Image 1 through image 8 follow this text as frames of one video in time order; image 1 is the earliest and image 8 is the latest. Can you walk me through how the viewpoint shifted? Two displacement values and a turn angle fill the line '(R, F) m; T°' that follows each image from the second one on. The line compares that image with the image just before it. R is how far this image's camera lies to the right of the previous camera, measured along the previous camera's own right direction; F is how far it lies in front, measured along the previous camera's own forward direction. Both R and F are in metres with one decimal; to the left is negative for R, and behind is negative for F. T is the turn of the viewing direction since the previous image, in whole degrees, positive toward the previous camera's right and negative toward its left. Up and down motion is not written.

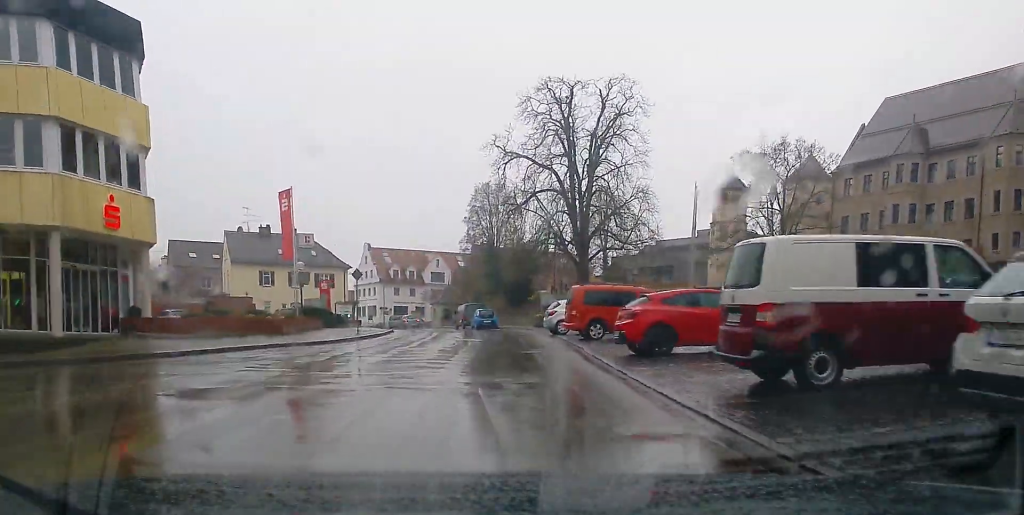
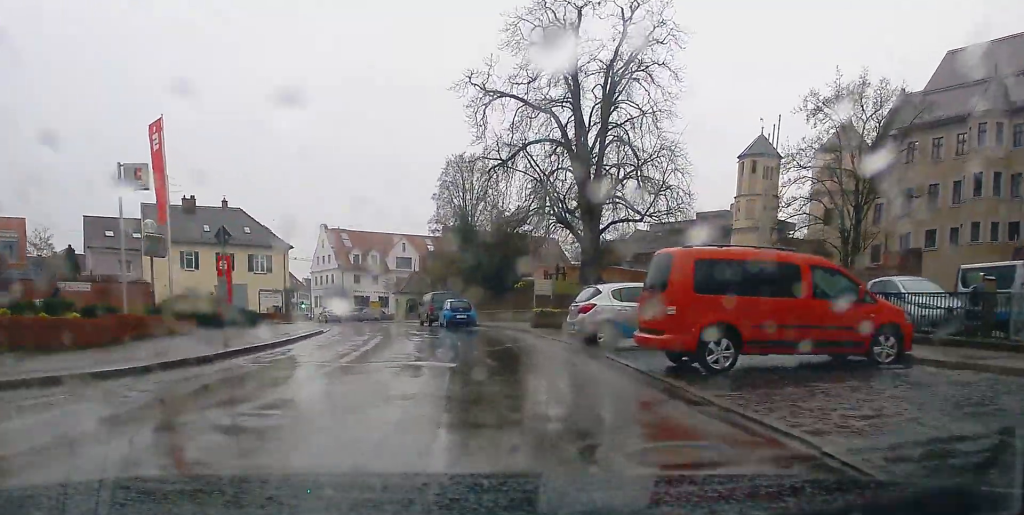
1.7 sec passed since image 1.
(+0.3, +14.3) m; +1°
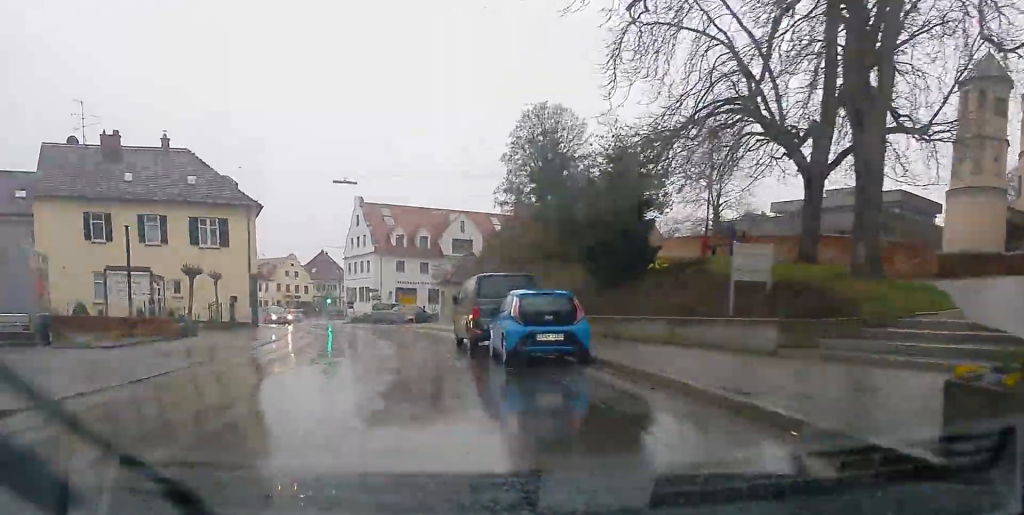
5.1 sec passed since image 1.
(-0.3, +26.3) m; -4°
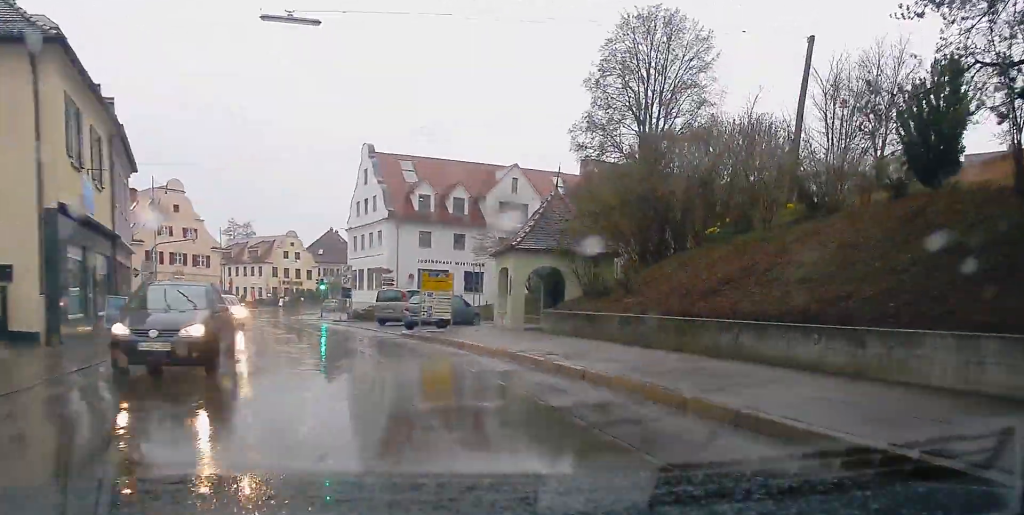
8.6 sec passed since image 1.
(-1.0, +25.1) m; -7°
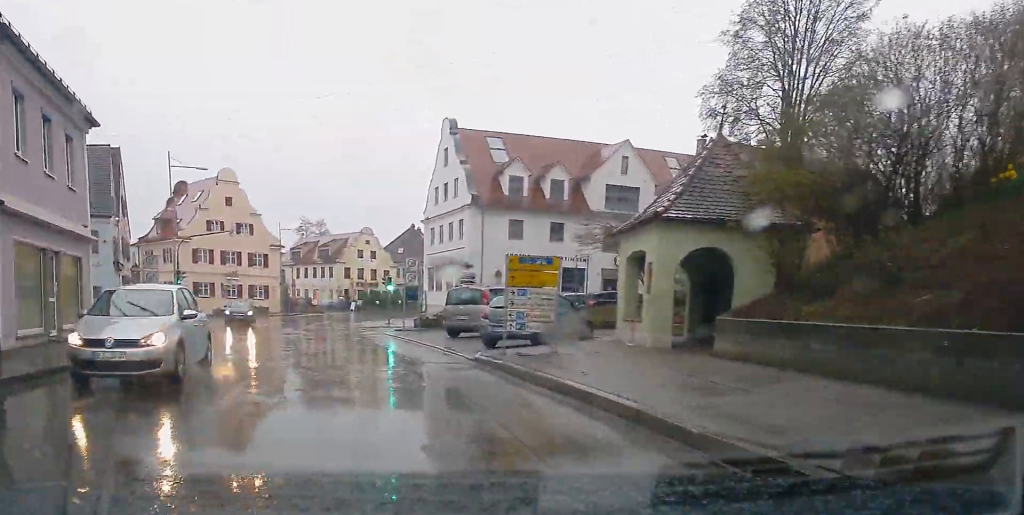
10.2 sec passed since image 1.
(-0.3, +11.6) m; -6°
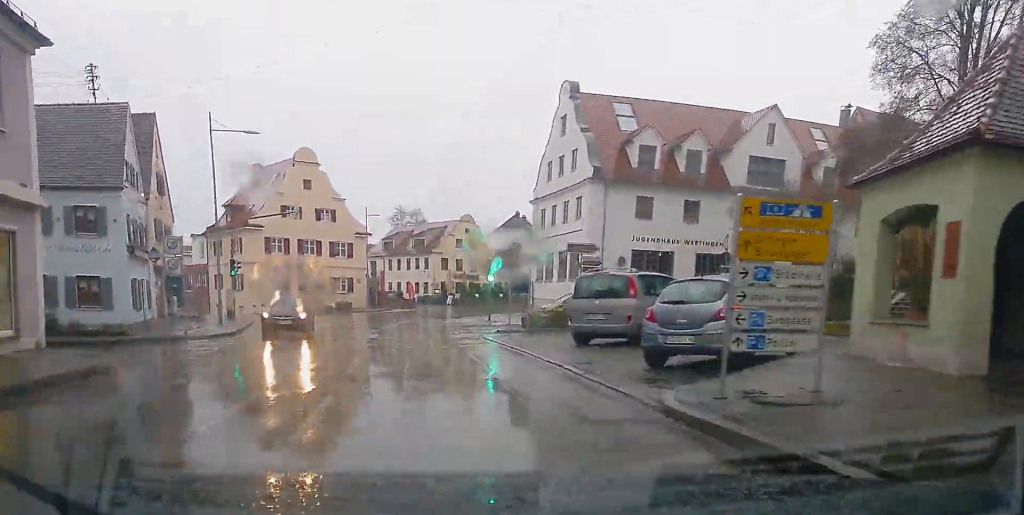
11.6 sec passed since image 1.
(-0.6, +9.4) m; -4°
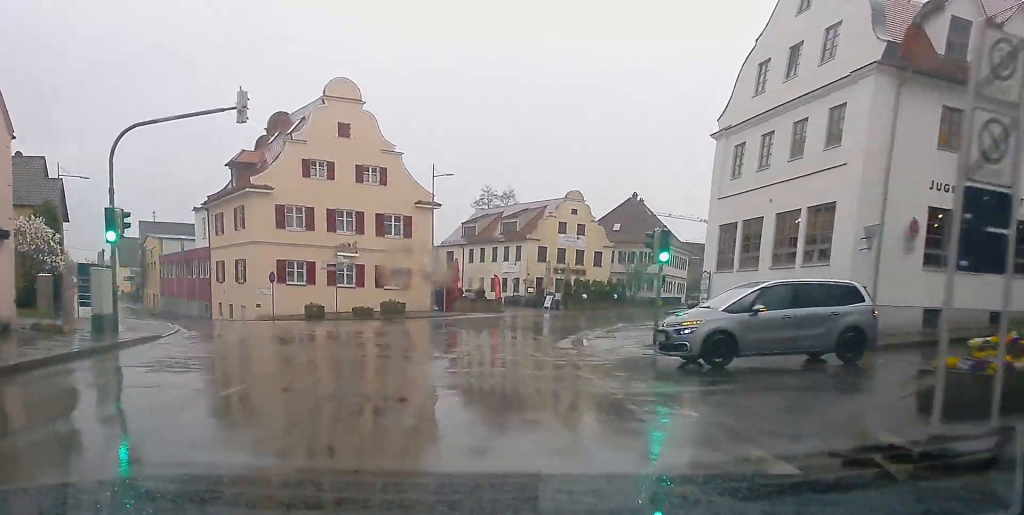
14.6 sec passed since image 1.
(-1.3, +23.5) m; -1°
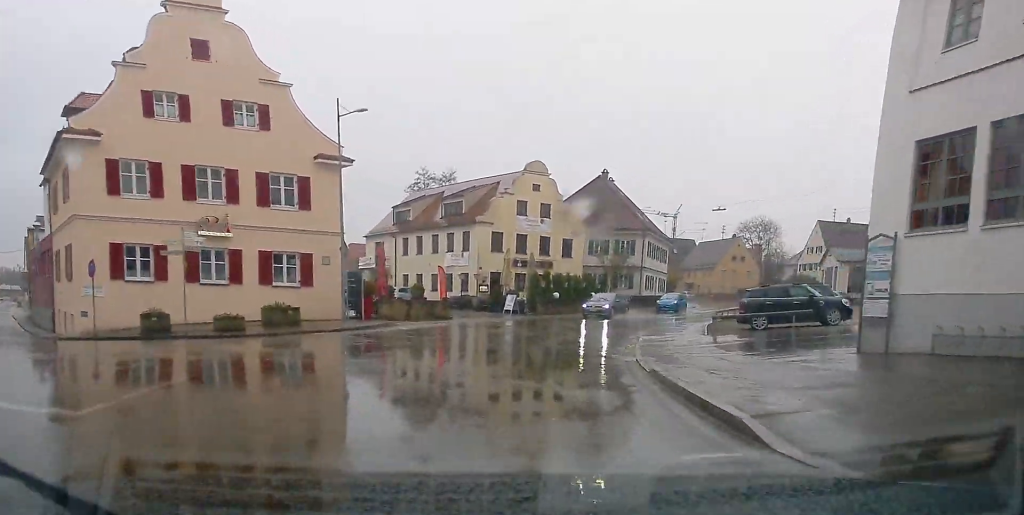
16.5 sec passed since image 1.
(+0.6, +16.6) m; +6°
